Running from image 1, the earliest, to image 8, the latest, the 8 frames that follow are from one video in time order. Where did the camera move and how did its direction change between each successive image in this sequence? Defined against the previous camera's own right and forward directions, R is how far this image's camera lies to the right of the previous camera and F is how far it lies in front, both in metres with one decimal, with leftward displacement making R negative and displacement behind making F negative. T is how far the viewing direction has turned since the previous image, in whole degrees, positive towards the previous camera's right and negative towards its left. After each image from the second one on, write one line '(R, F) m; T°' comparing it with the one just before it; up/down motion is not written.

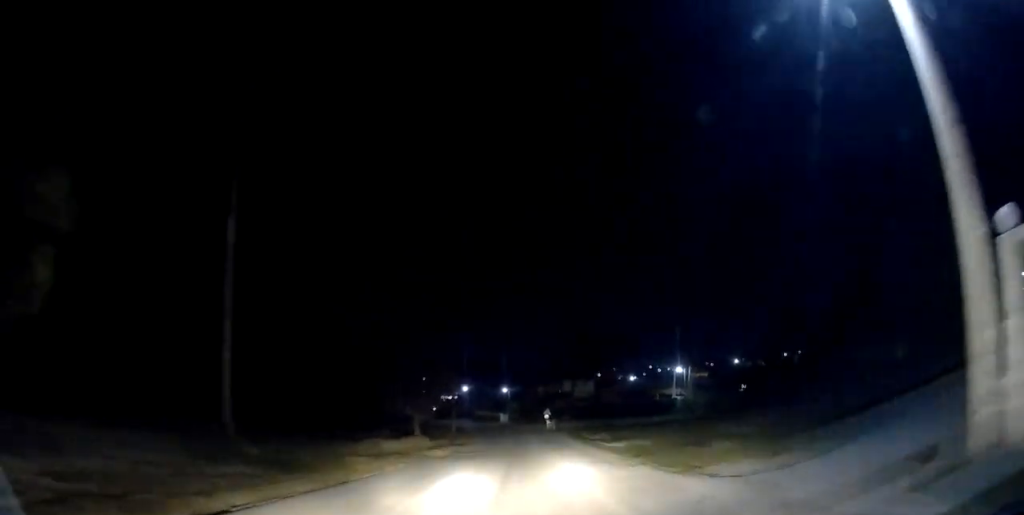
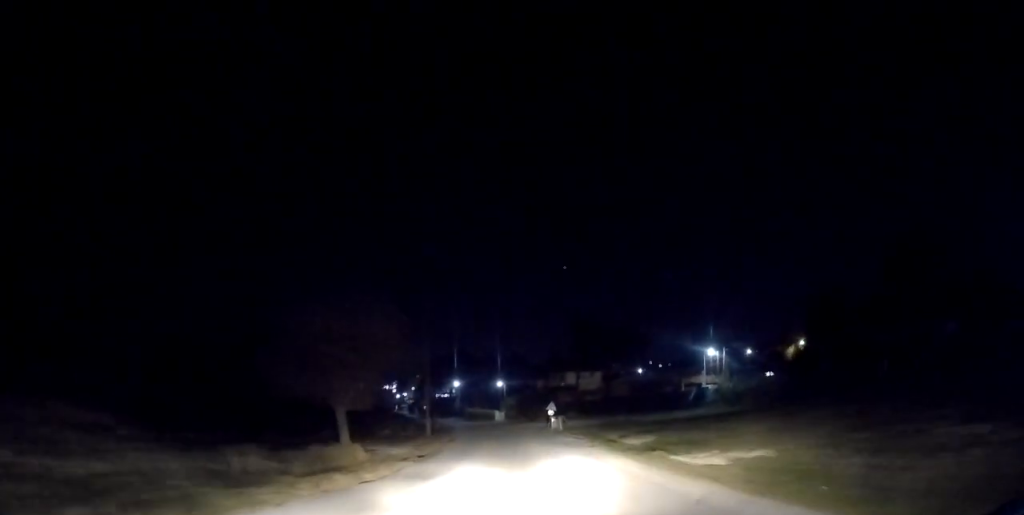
(0.0, +15.1) m; +1°
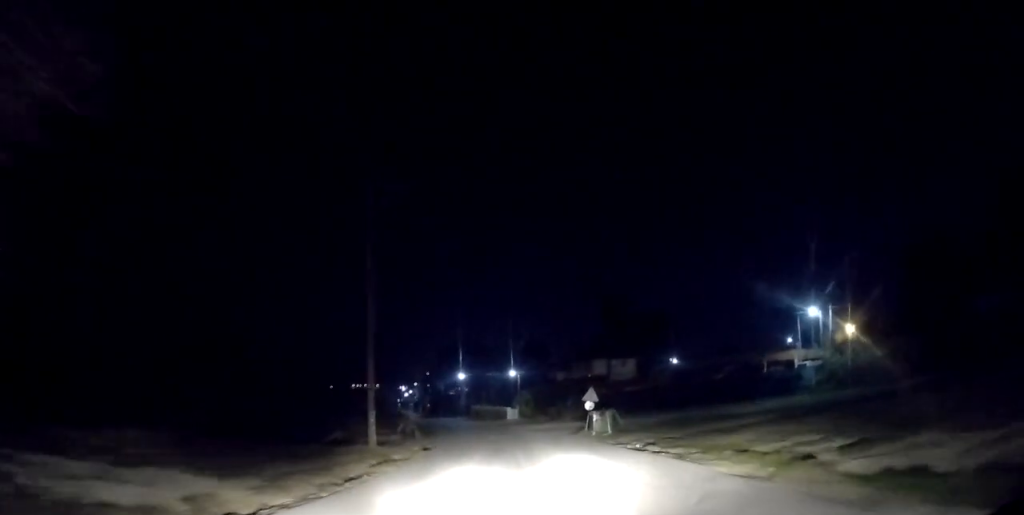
(+0.1, +20.9) m; -2°
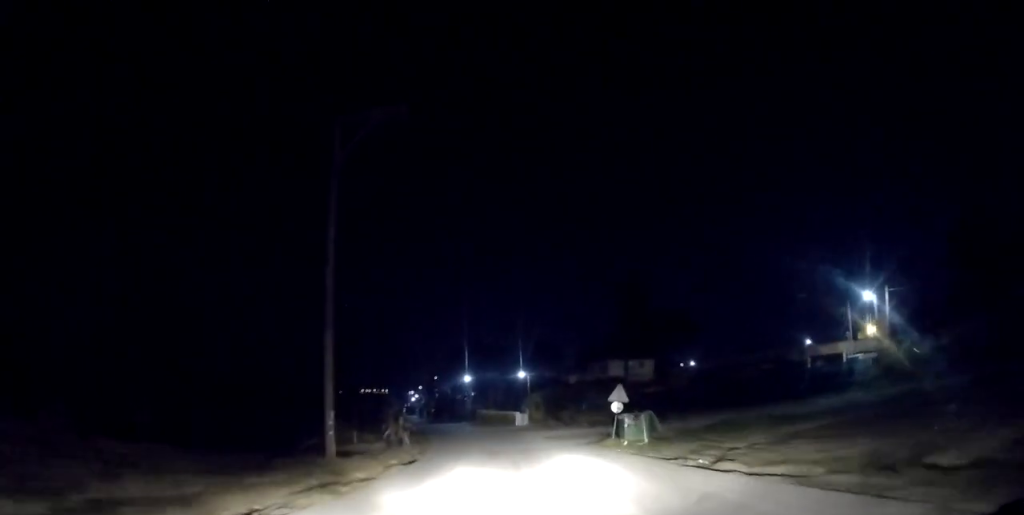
(-0.3, +6.2) m; -1°
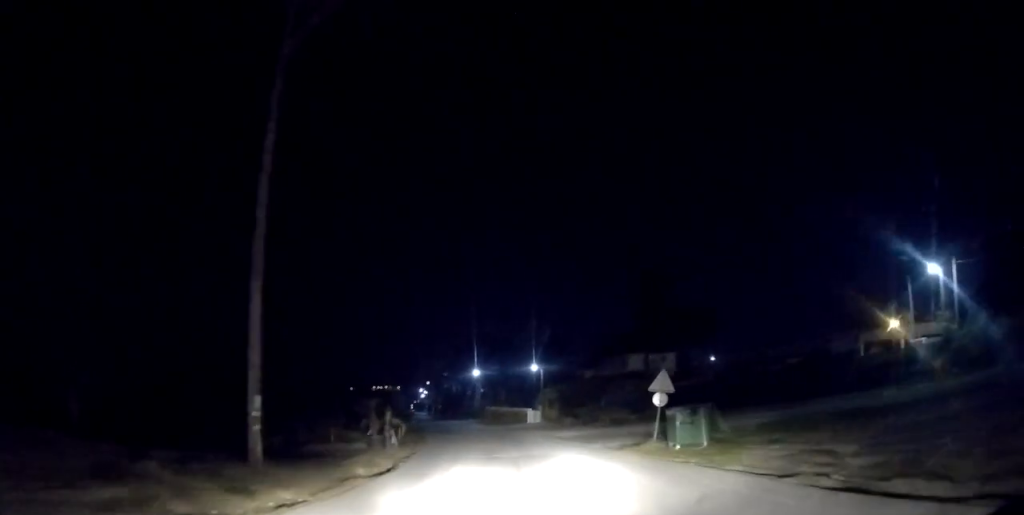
(-0.2, +5.9) m; -1°
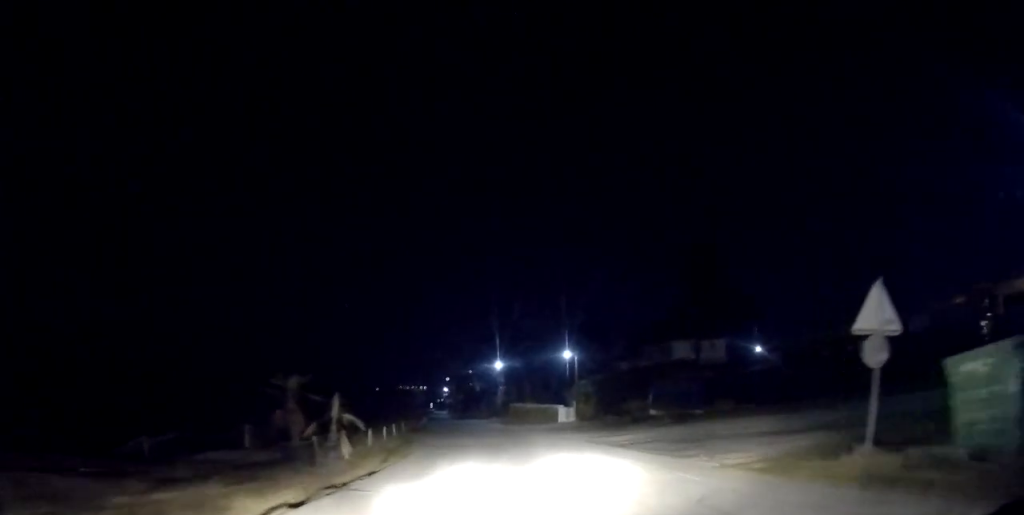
(+0.3, +10.3) m; -2°
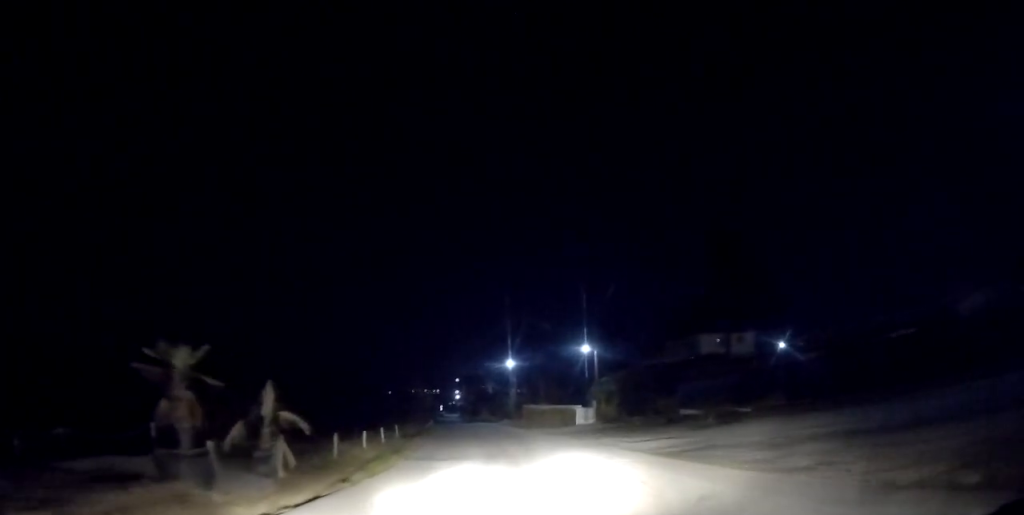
(-0.2, +4.9) m; -1°
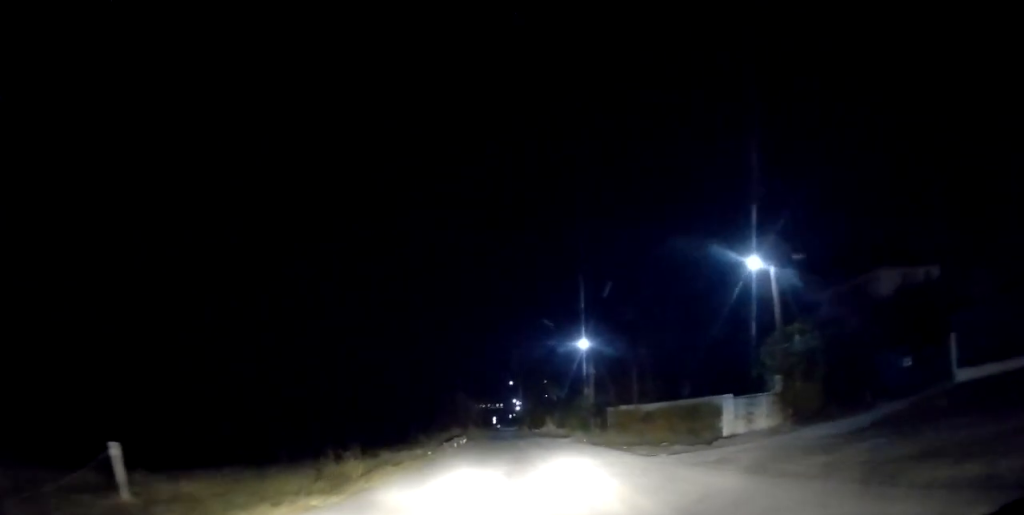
(-1.2, +23.8) m; -5°
